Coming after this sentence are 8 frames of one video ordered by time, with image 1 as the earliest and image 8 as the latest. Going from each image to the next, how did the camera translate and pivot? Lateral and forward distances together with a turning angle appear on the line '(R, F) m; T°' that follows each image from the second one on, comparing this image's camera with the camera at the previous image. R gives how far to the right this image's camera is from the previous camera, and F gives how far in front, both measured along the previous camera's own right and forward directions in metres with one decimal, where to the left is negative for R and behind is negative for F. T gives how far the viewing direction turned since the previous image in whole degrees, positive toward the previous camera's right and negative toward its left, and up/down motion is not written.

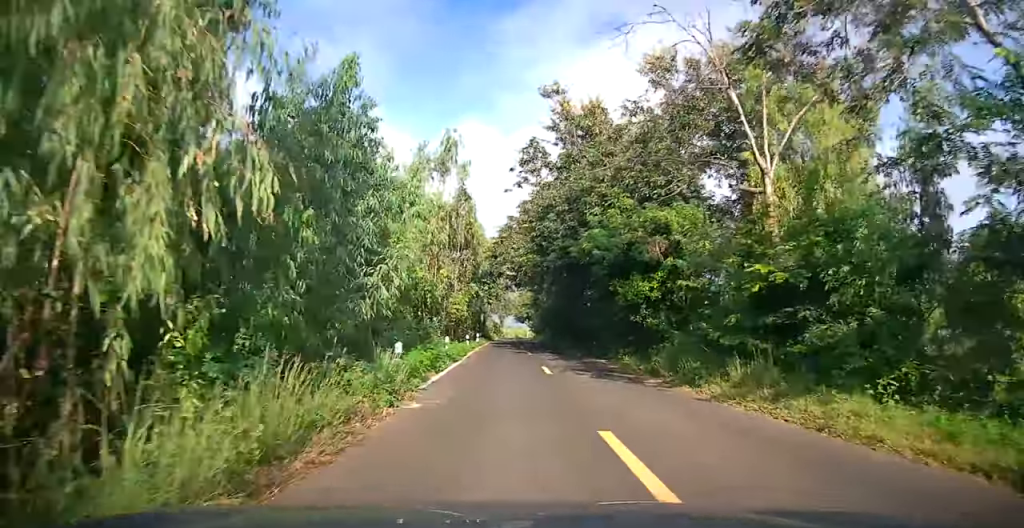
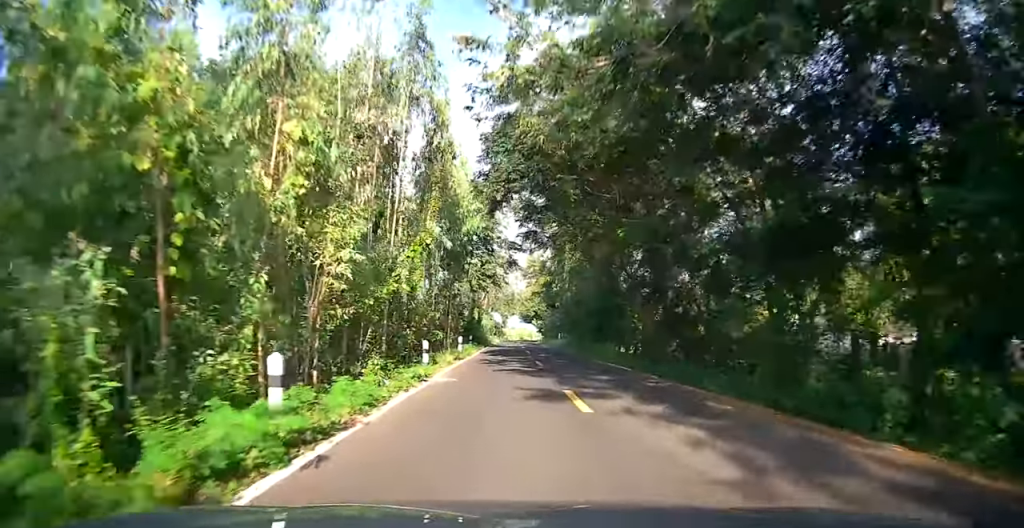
(+0.2, +19.3) m; +1°
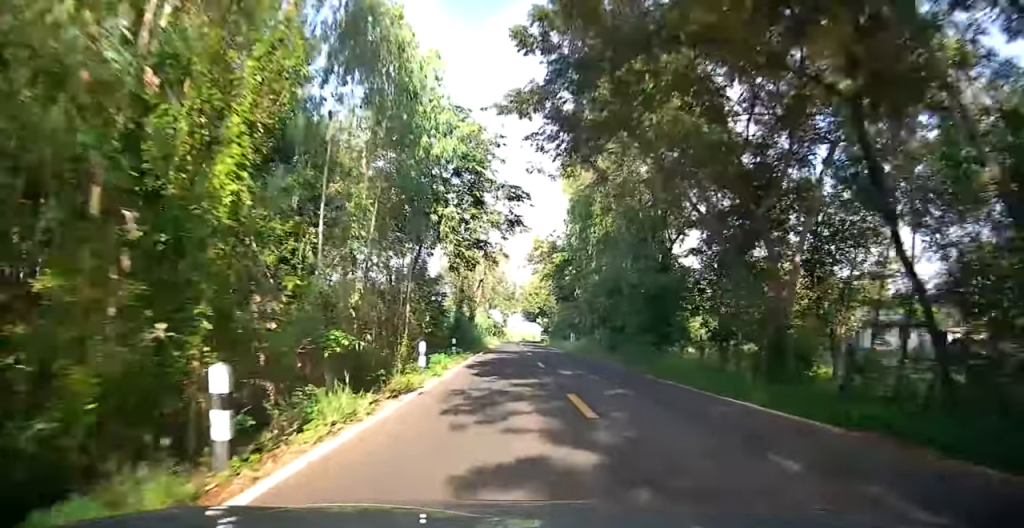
(-0.1, +12.5) m; -2°
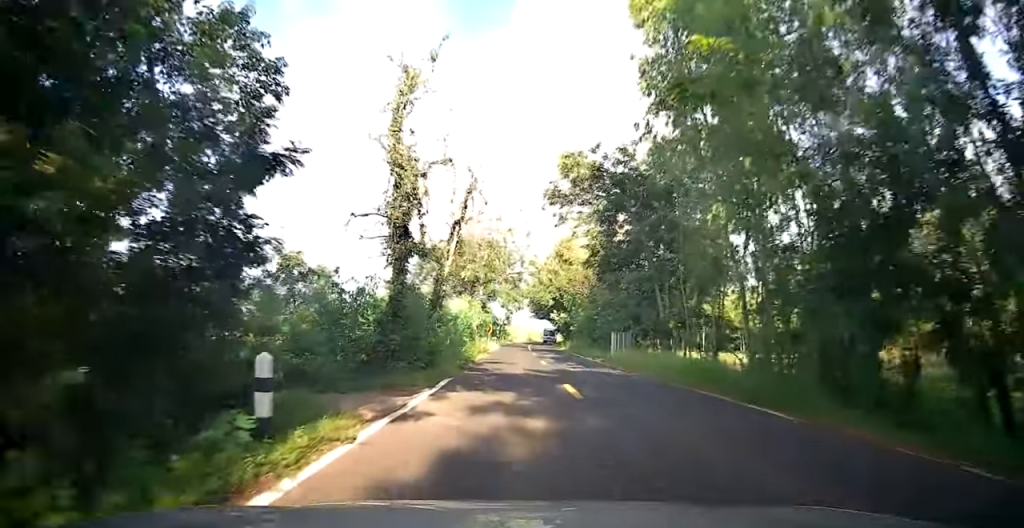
(-0.4, +22.0) m; -1°
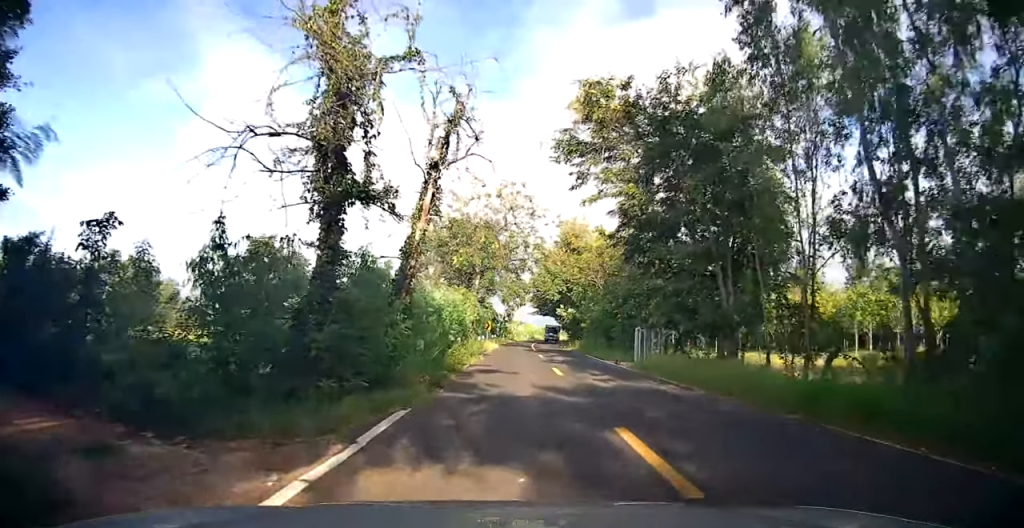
(0.0, +6.8) m; 0°
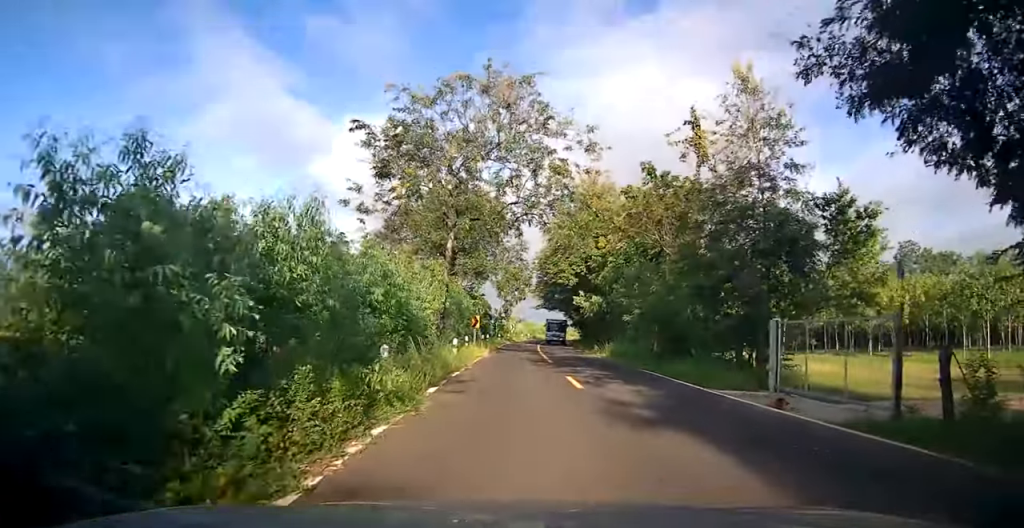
(0.0, +16.2) m; 0°
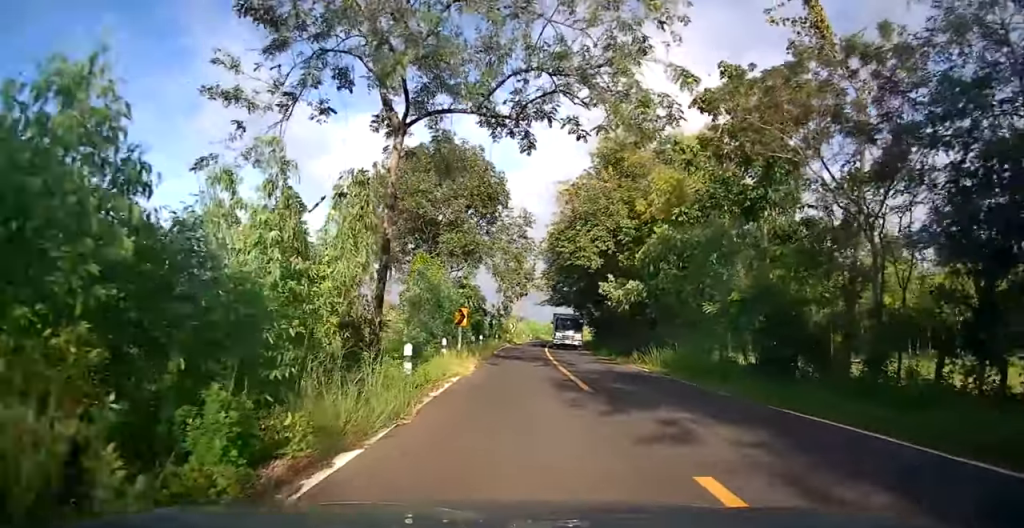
(-0.1, +10.9) m; +1°
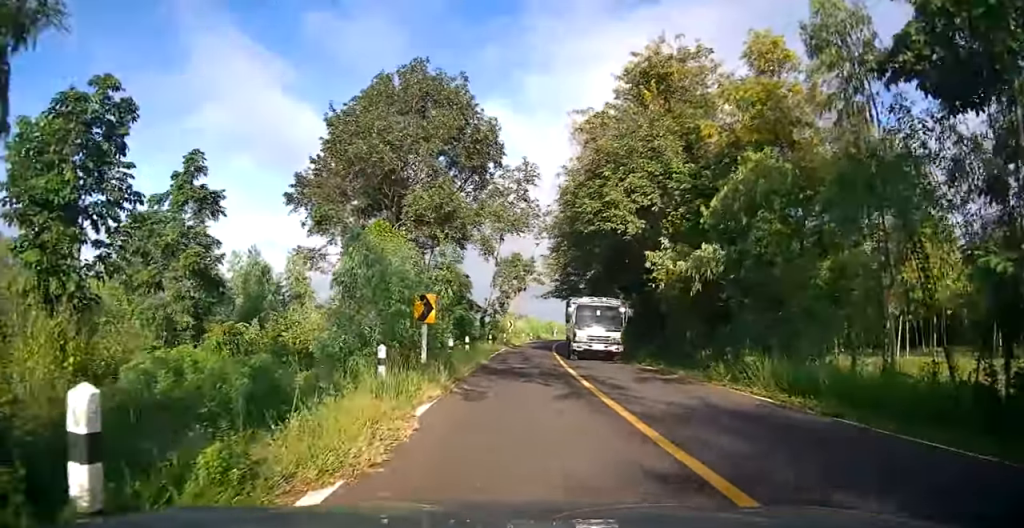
(+0.2, +9.9) m; +2°
